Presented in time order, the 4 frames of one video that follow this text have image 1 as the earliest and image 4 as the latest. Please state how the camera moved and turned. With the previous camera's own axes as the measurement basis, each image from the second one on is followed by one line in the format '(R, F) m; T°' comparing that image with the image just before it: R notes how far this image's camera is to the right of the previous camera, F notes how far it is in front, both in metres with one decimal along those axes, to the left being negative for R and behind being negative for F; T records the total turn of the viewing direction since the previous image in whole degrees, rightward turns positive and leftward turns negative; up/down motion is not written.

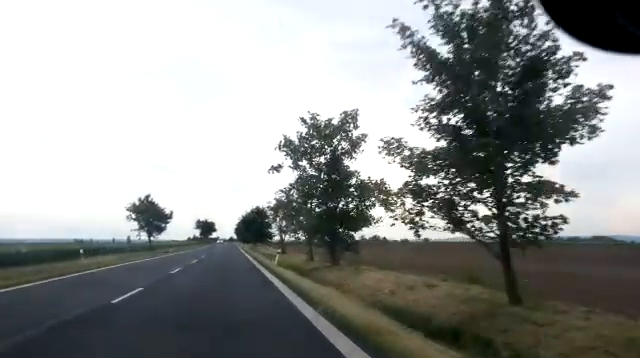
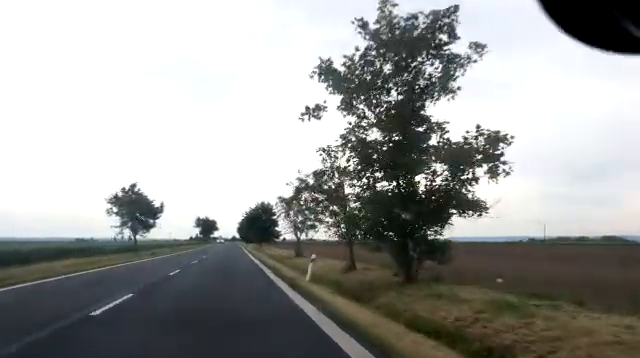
(0.0, +10.7) m; -1°
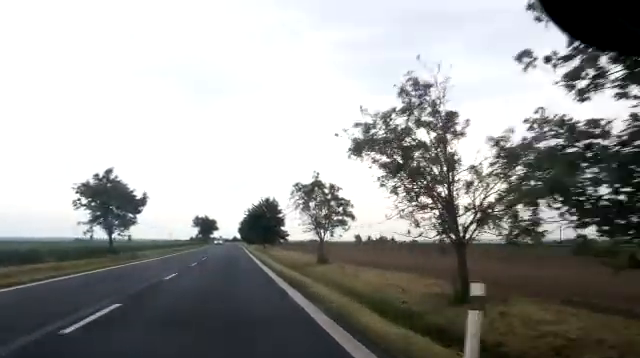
(-0.1, +10.7) m; 0°
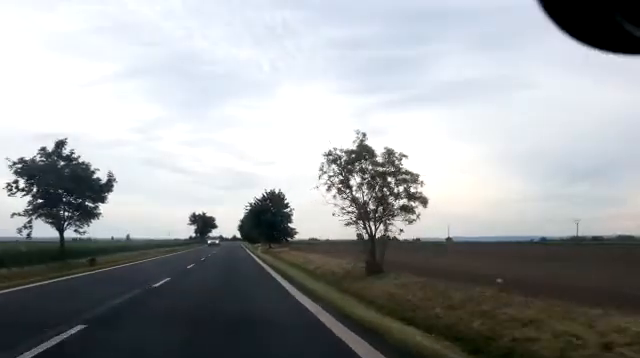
(-0.1, +11.4) m; 0°
